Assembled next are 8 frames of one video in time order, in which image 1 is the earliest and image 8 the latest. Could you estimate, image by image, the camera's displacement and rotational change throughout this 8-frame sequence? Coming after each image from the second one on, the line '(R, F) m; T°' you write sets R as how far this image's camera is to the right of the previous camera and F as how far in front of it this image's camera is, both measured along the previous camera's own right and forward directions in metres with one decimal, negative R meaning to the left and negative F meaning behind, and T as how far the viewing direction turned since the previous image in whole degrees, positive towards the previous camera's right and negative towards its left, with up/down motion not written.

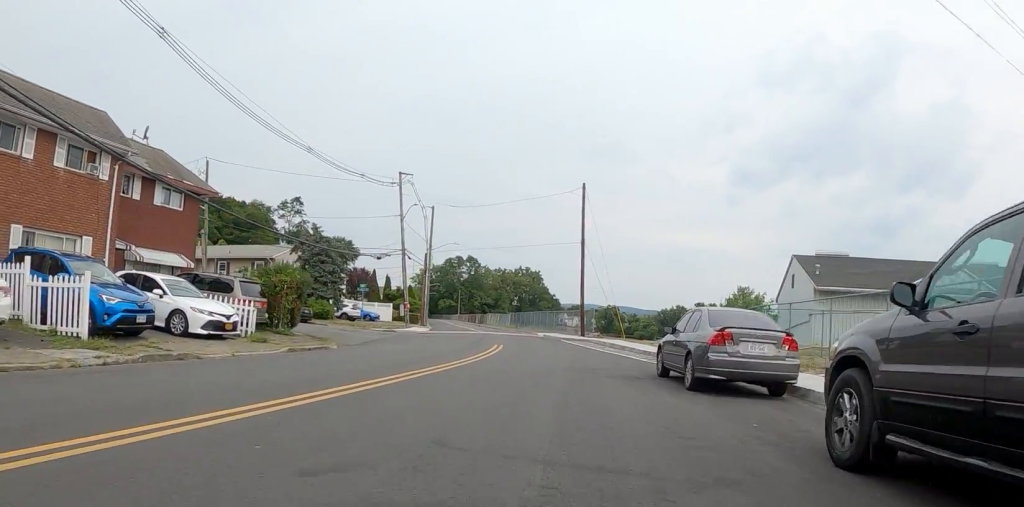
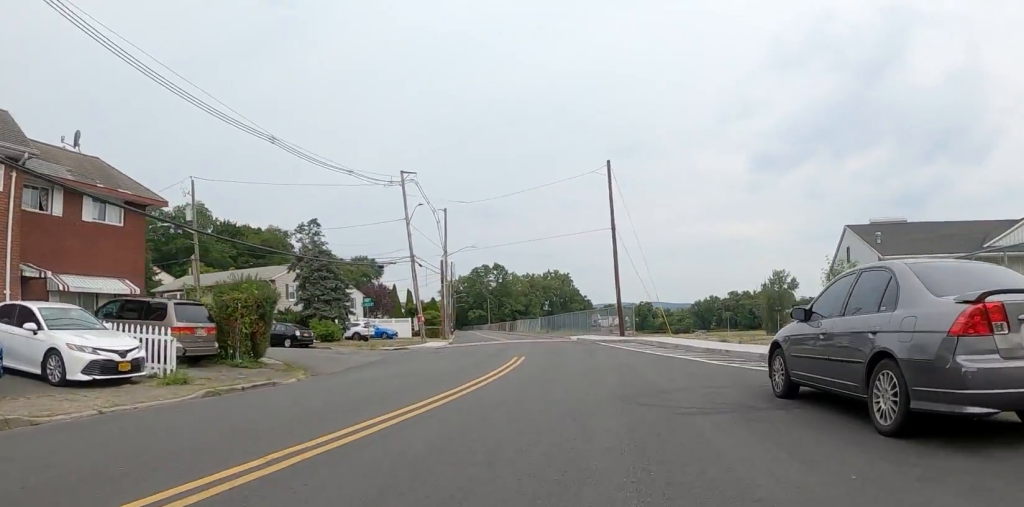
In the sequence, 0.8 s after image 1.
(+0.1, +5.6) m; -2°
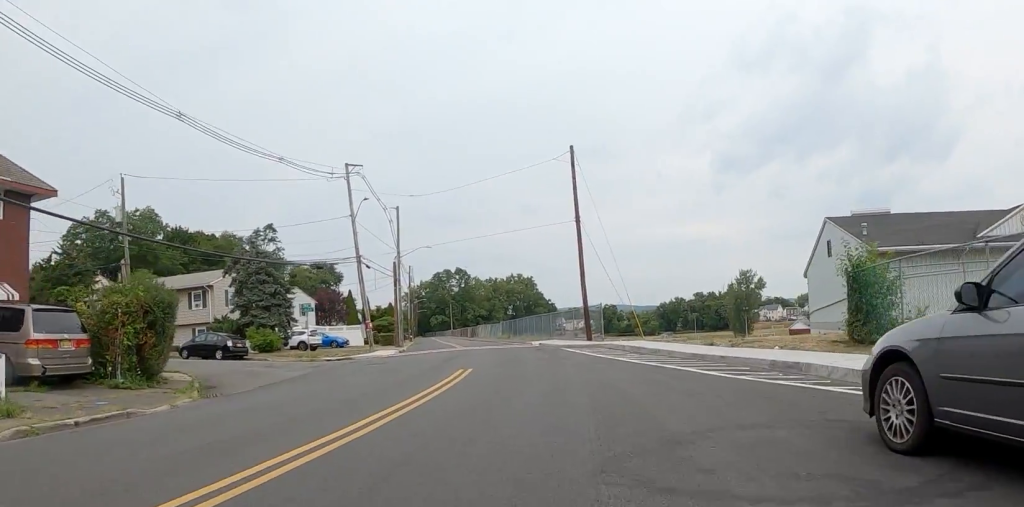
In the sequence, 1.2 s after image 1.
(+0.4, +3.7) m; -4°
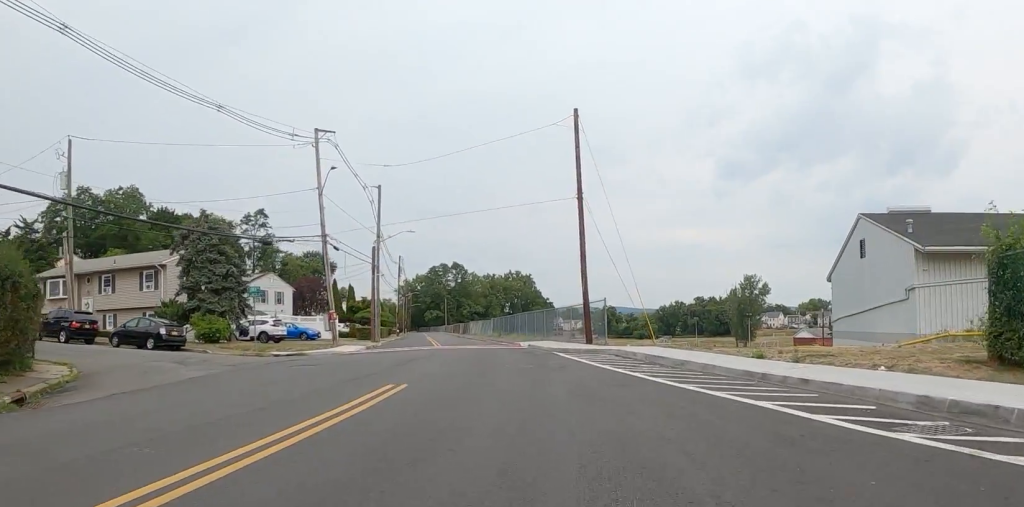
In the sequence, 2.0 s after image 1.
(-0.9, +5.8) m; -2°
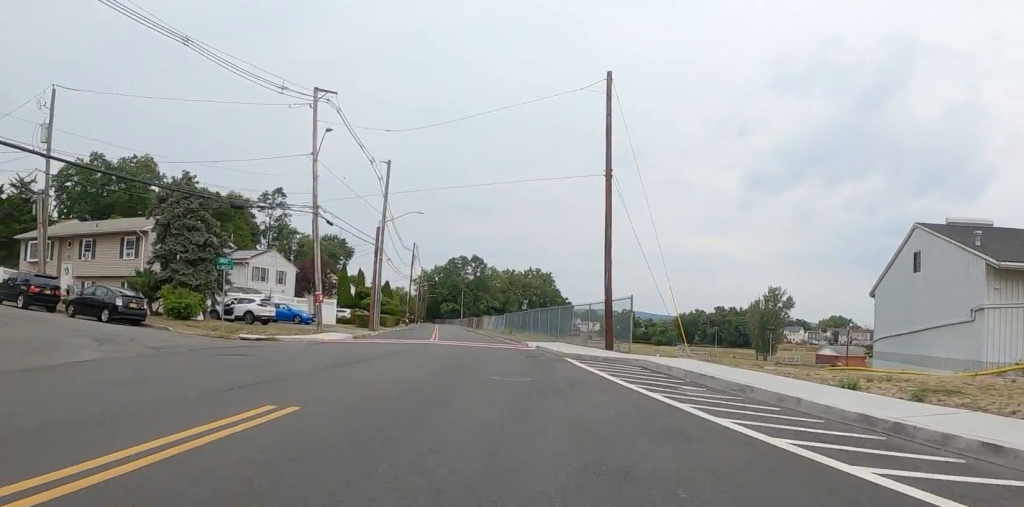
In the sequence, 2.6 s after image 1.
(-0.3, +4.4) m; +1°
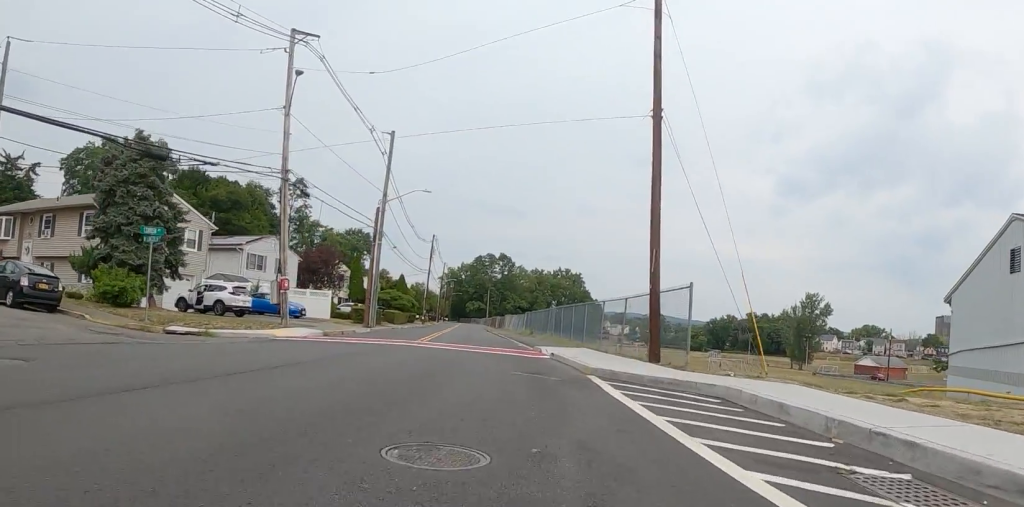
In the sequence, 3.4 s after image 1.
(+0.9, +6.6) m; +7°
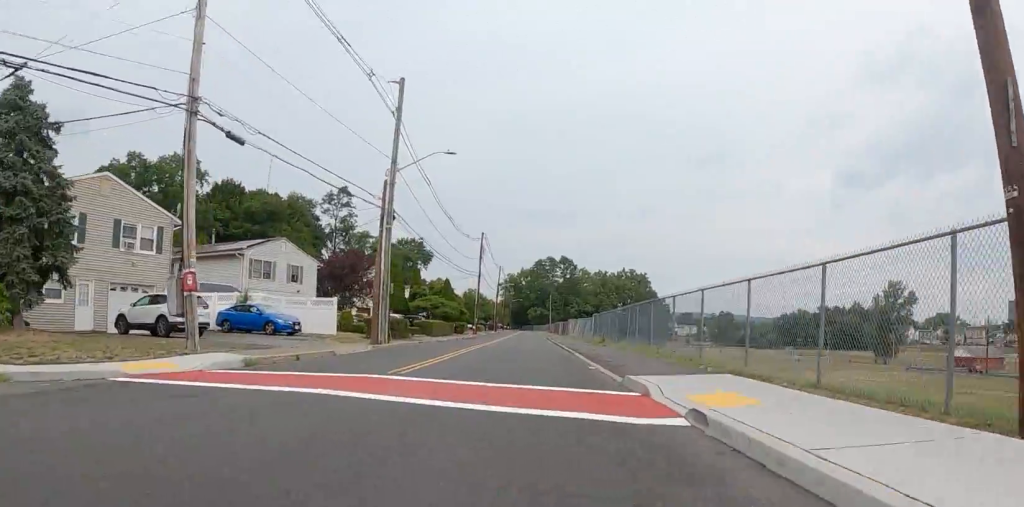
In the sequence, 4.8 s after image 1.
(-1.0, +10.8) m; -13°
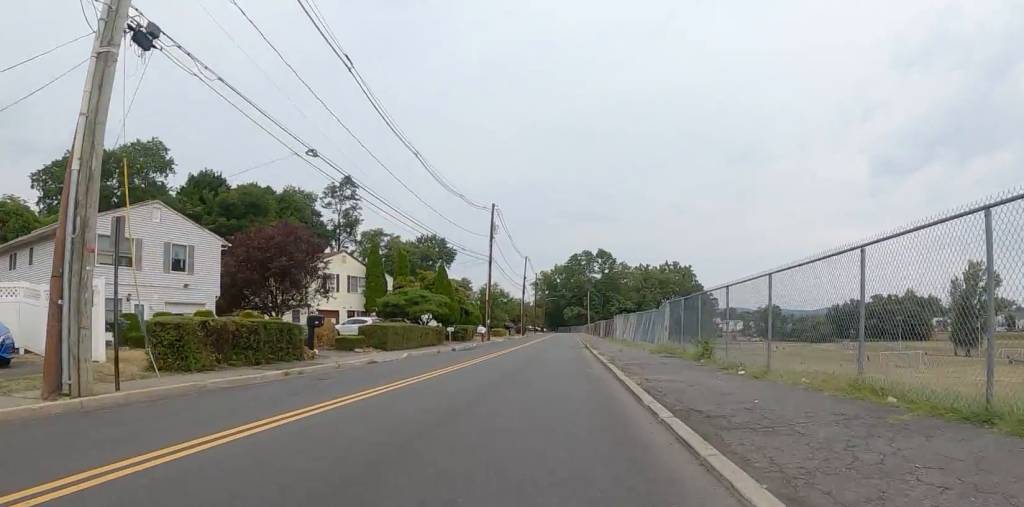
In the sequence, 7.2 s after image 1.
(-2.1, +19.4) m; -6°
